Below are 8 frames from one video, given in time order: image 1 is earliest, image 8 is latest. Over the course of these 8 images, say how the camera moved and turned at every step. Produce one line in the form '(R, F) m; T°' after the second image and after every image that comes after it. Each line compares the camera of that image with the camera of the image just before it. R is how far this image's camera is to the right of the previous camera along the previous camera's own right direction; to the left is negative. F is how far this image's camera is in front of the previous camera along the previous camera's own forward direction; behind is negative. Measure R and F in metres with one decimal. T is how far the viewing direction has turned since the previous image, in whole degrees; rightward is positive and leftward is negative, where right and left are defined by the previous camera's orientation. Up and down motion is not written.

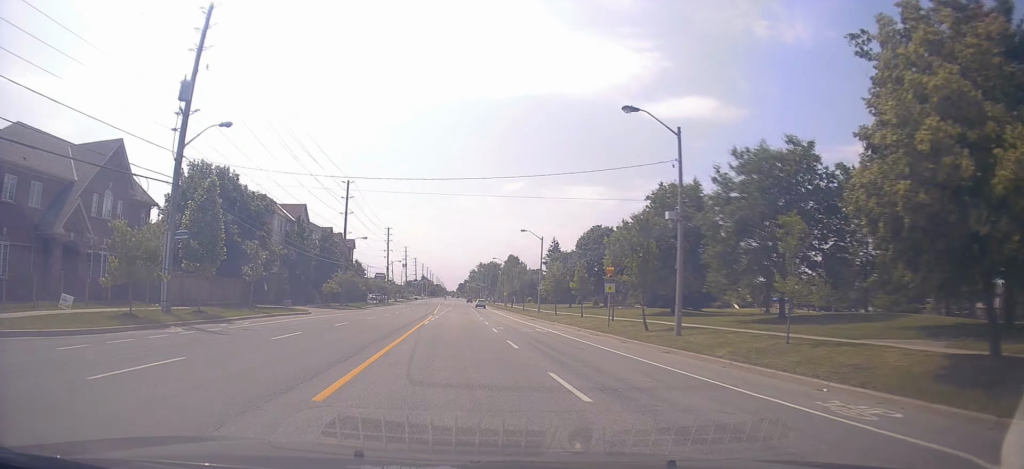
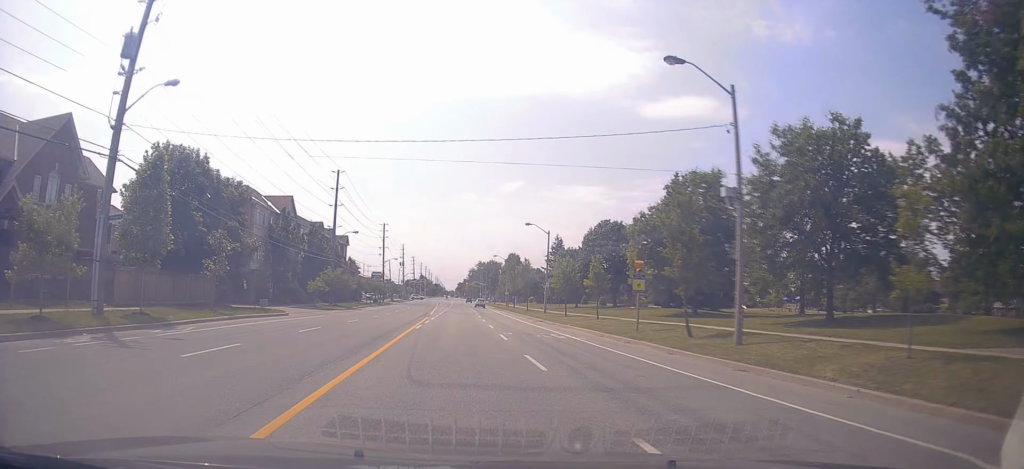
(0.0, +5.4) m; -1°
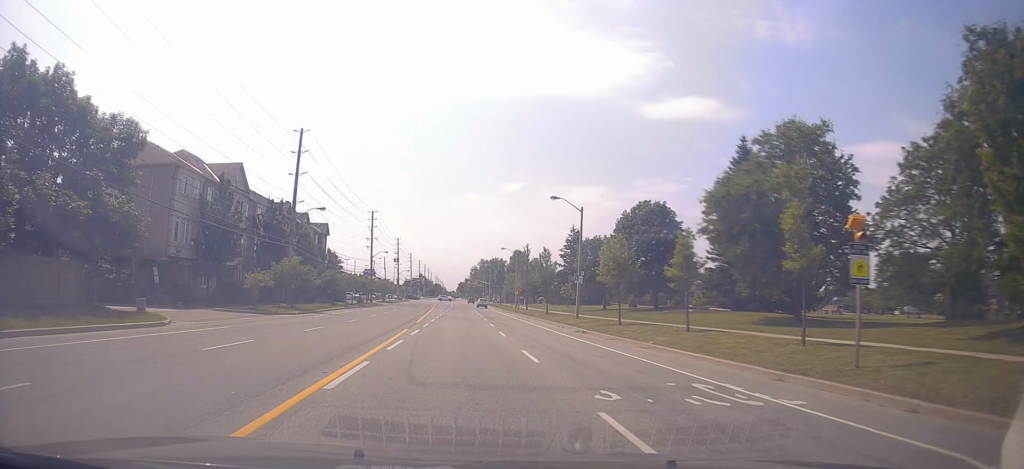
(-0.3, +16.1) m; +1°
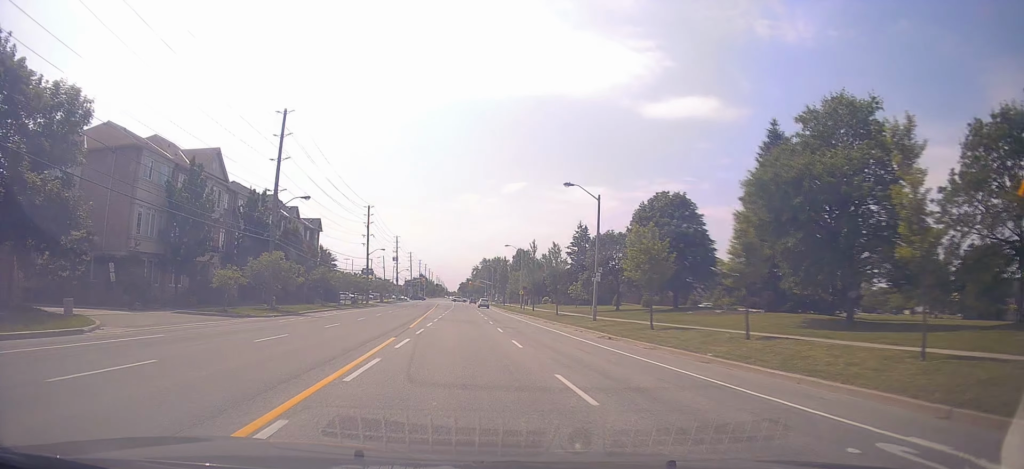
(+0.1, +5.1) m; +1°
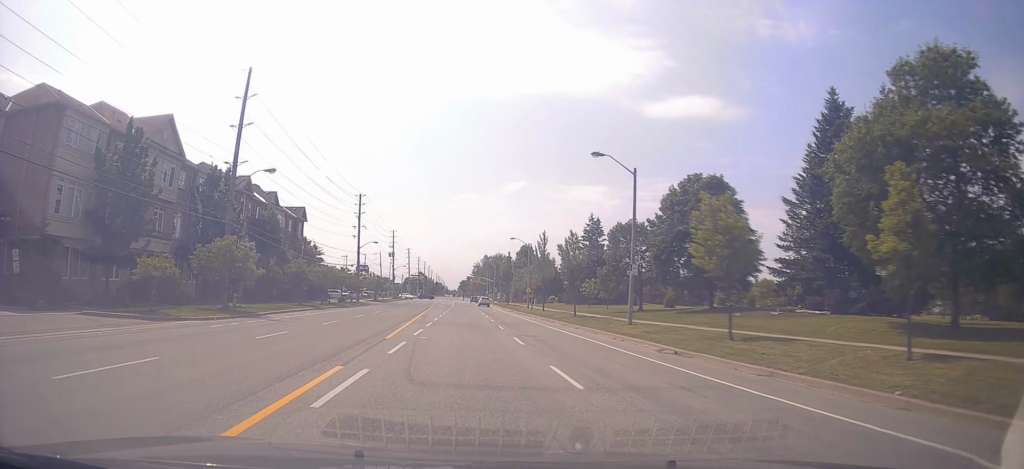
(-0.1, +8.6) m; +2°
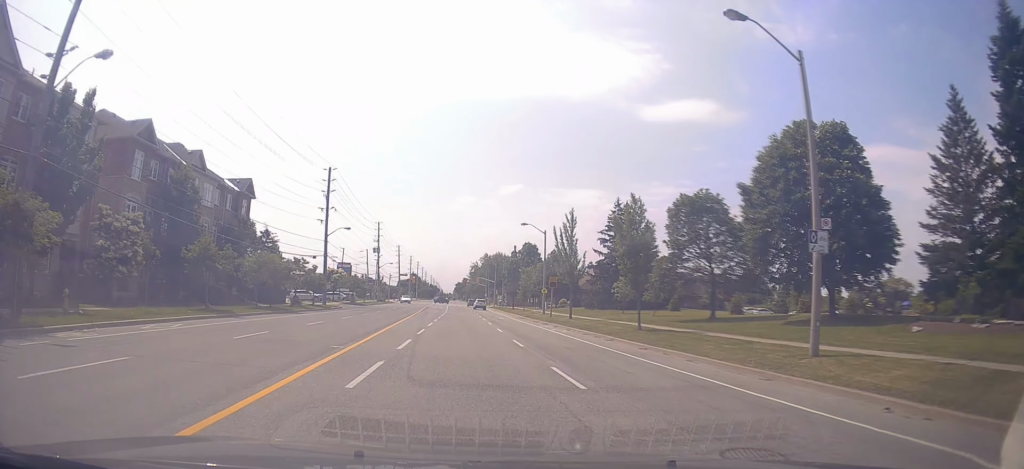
(+0.1, +17.8) m; -4°
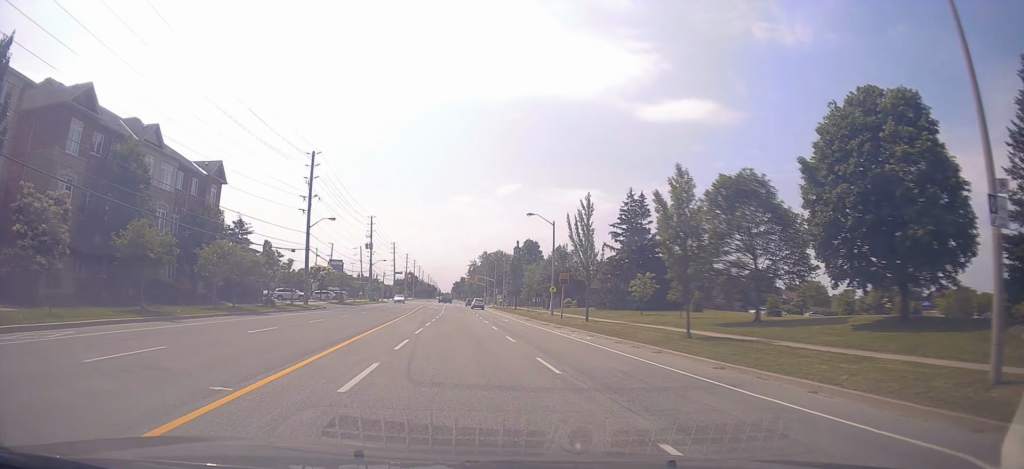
(-0.2, +6.5) m; -1°
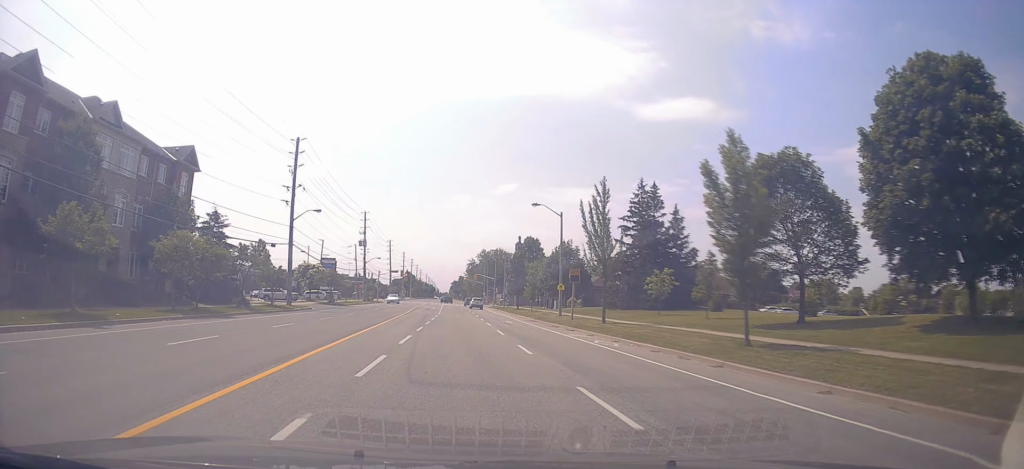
(-0.3, +5.0) m; +1°
